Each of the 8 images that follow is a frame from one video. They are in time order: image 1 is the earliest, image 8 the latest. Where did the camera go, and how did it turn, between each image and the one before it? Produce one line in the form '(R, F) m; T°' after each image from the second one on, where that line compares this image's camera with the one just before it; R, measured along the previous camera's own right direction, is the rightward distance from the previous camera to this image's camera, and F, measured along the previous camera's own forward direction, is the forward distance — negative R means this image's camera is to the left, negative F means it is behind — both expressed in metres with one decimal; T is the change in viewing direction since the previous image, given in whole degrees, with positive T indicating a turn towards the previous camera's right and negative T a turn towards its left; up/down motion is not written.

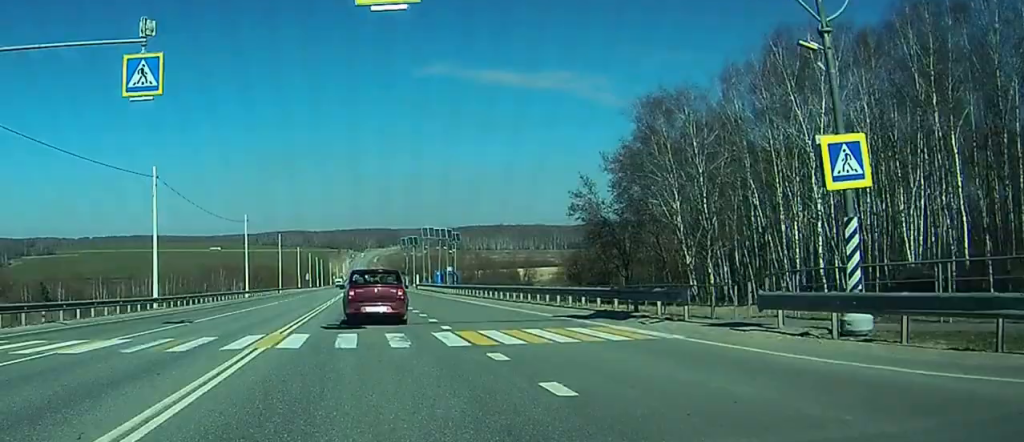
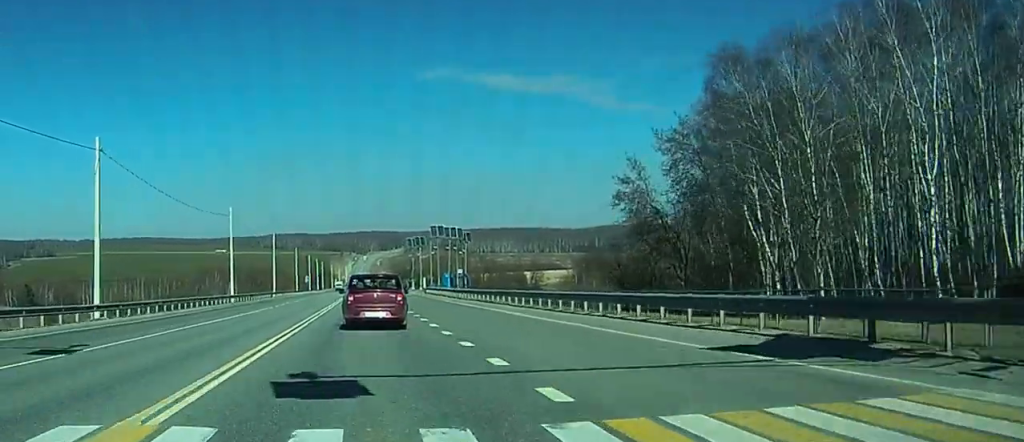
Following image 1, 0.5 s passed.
(0.0, +12.4) m; 0°
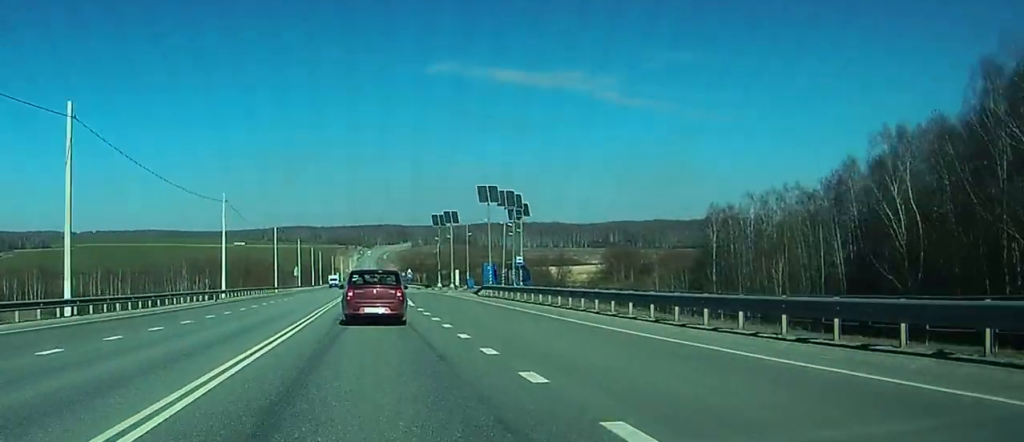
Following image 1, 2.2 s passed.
(-0.3, +47.1) m; 0°
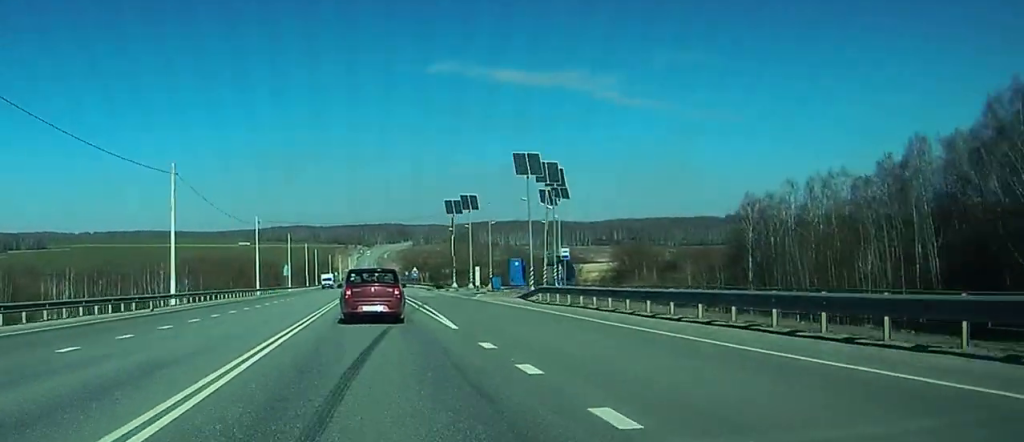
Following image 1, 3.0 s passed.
(+0.1, +19.6) m; 0°
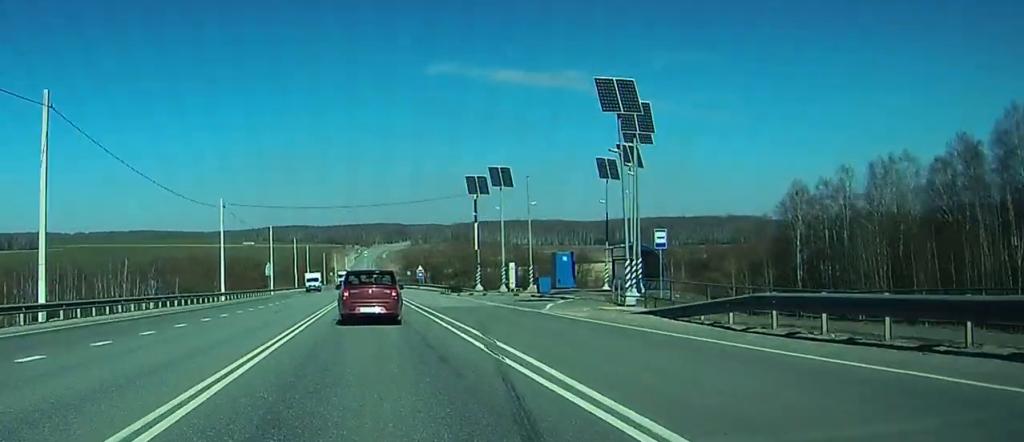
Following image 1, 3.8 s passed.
(0.0, +22.4) m; 0°
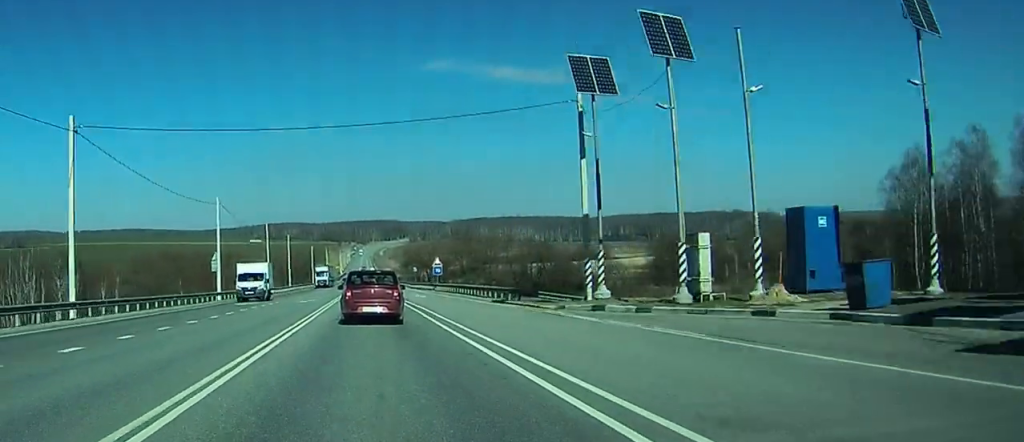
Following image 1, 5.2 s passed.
(+0.2, +38.8) m; 0°
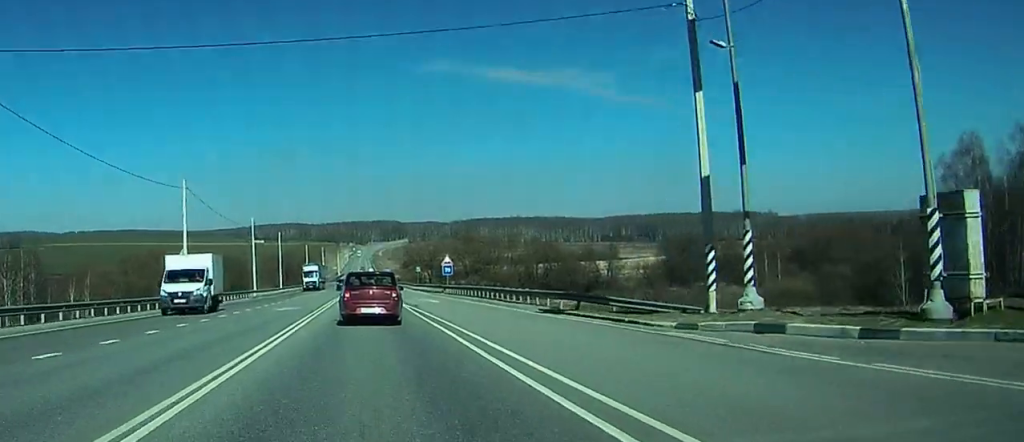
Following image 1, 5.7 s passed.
(0.0, +13.6) m; 0°
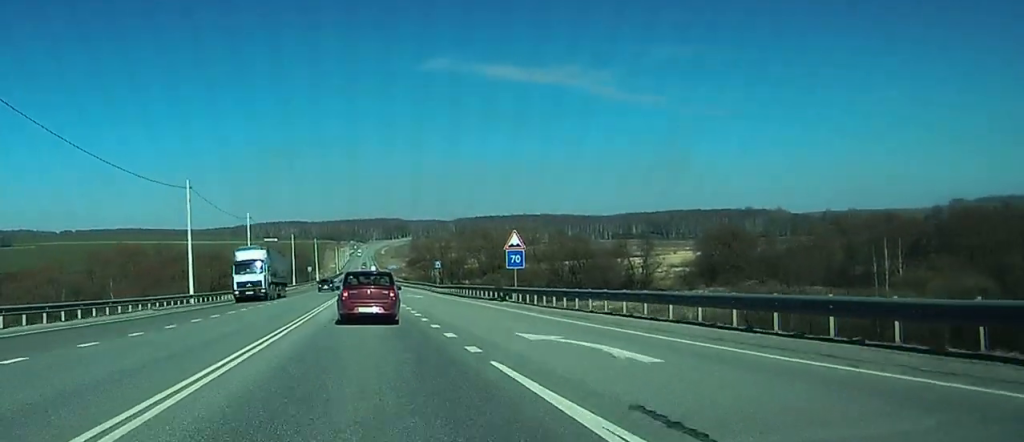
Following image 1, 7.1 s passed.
(+0.1, +38.2) m; 0°
